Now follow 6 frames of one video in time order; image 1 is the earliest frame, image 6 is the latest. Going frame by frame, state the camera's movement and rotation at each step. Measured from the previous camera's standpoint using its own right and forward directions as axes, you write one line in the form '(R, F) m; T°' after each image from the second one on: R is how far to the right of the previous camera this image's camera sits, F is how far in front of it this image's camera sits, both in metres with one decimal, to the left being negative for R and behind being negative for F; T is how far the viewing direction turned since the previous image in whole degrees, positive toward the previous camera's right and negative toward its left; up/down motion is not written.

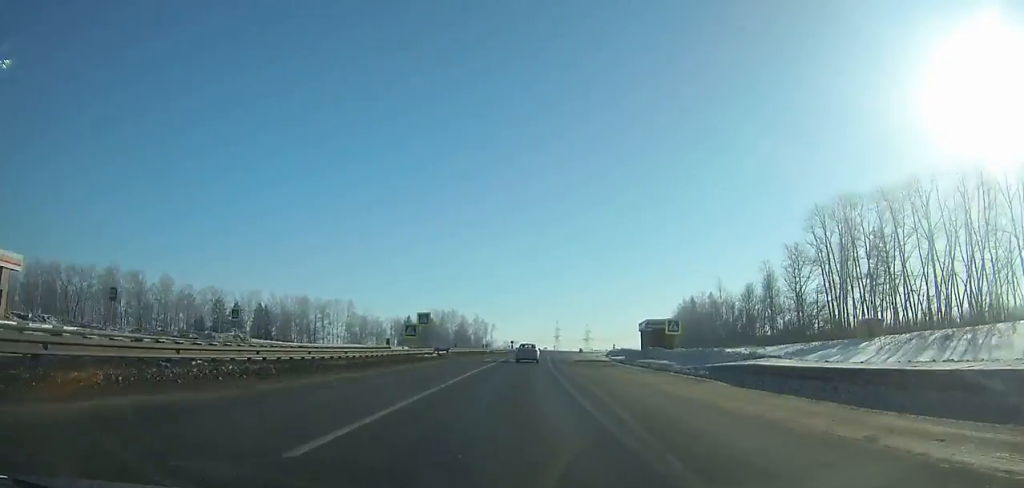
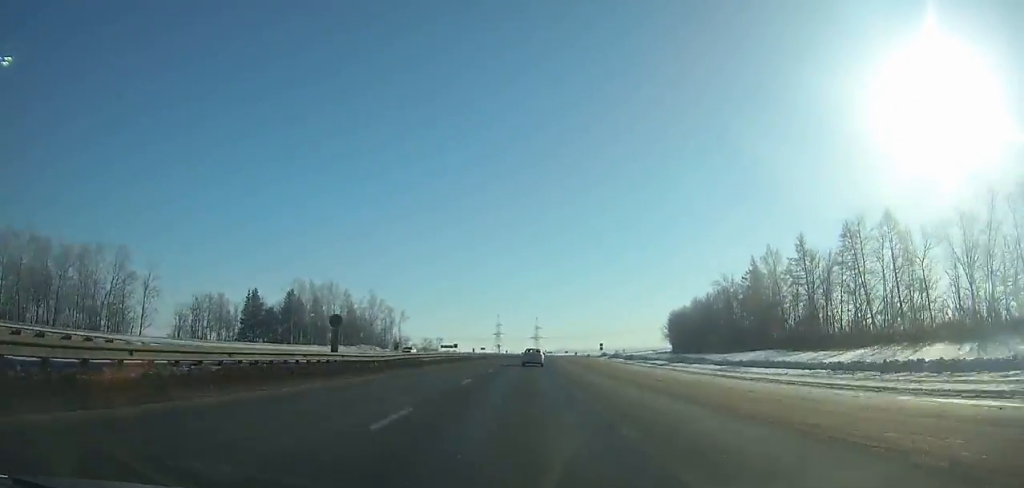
(+6.5, +119.3) m; +6°
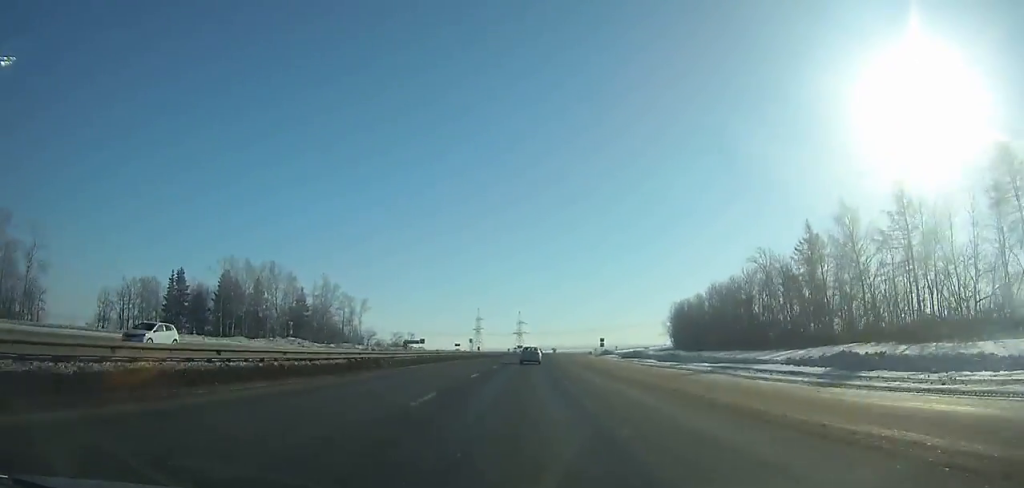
(+0.3, +33.3) m; +2°
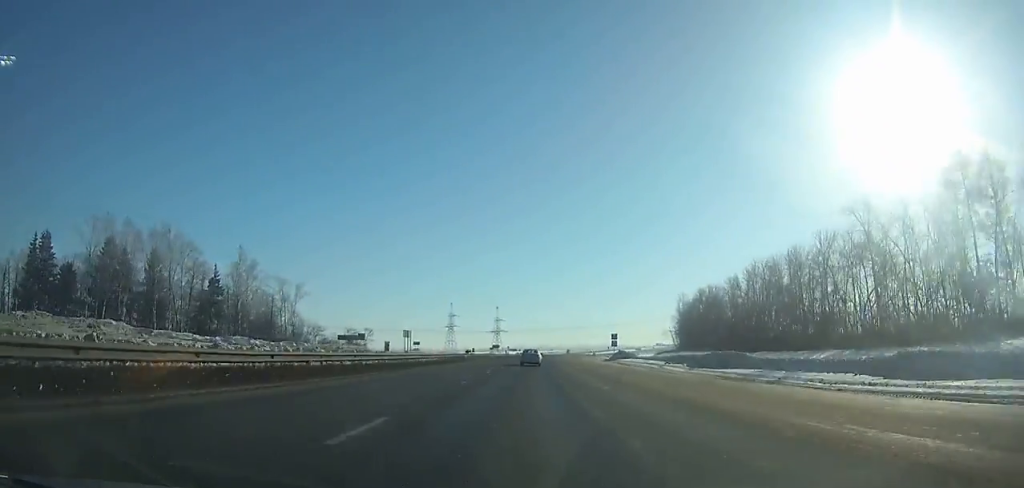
(+1.0, +40.9) m; +2°
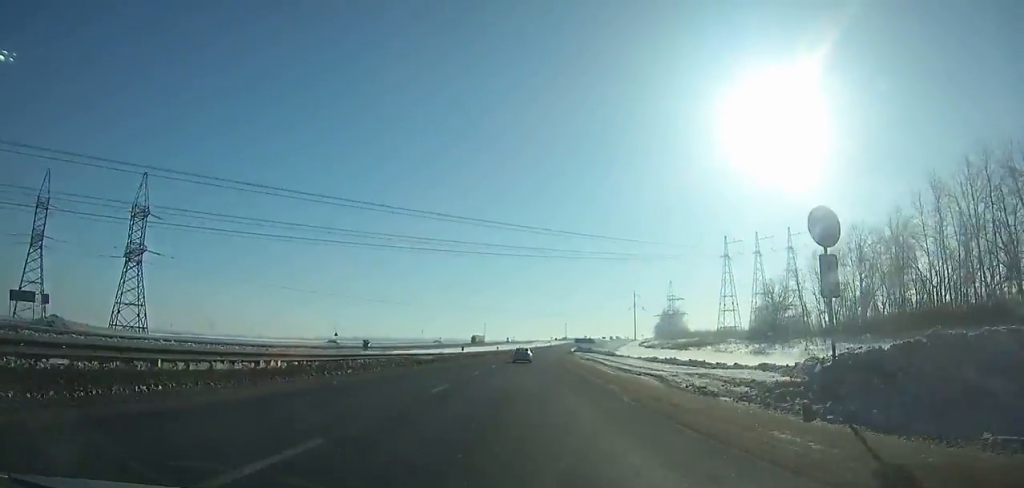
(+29.8, +248.8) m; +14°
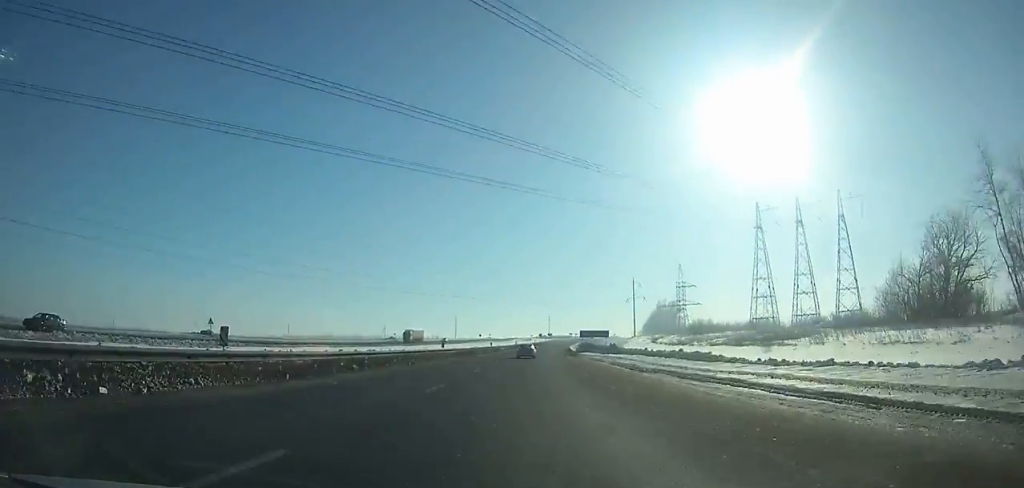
(+1.2, +49.3) m; +3°
